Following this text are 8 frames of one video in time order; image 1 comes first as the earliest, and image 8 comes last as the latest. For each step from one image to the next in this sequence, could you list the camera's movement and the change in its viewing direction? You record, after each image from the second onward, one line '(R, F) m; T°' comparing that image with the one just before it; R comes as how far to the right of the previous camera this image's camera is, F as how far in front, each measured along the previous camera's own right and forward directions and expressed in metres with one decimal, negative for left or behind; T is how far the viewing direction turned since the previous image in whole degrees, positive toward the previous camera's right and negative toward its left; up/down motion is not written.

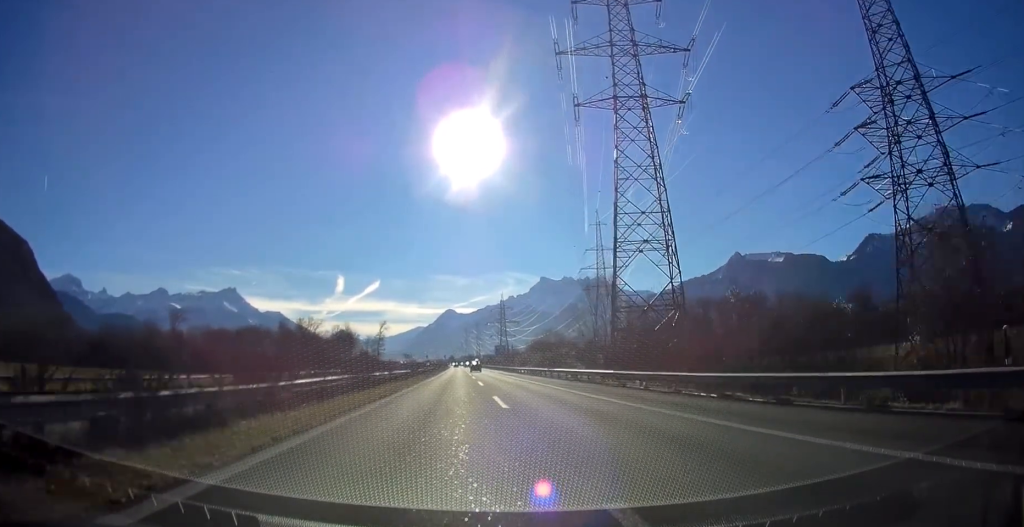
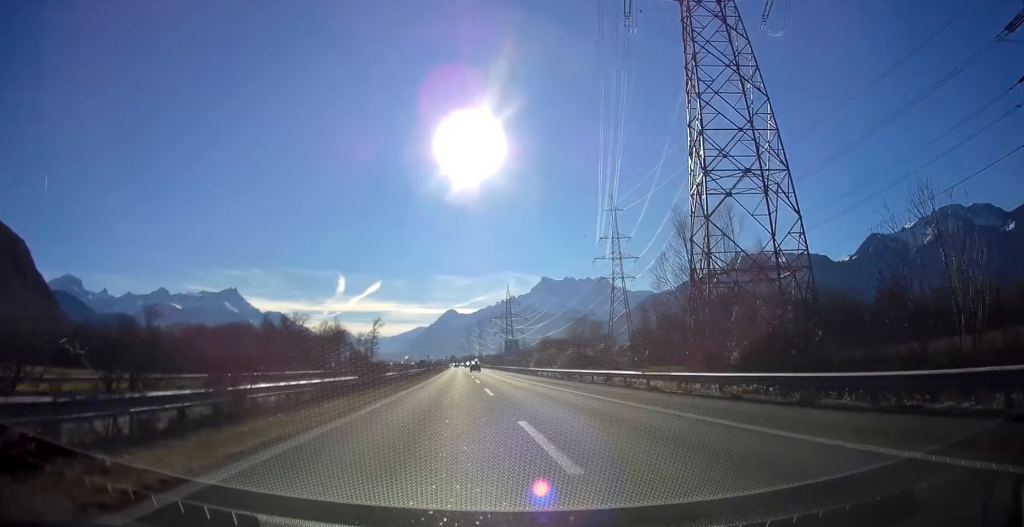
(-0.1, +29.3) m; 0°
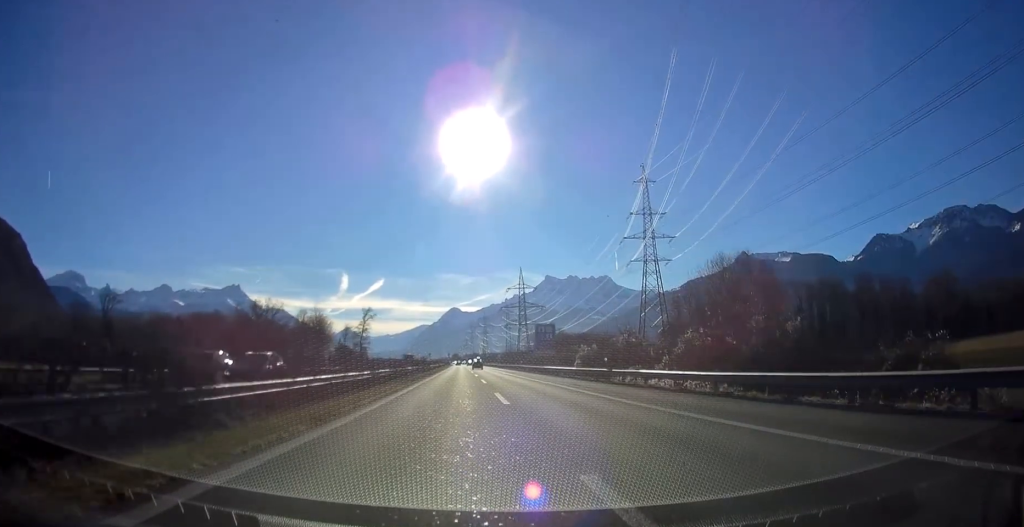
(0.0, +44.0) m; 0°
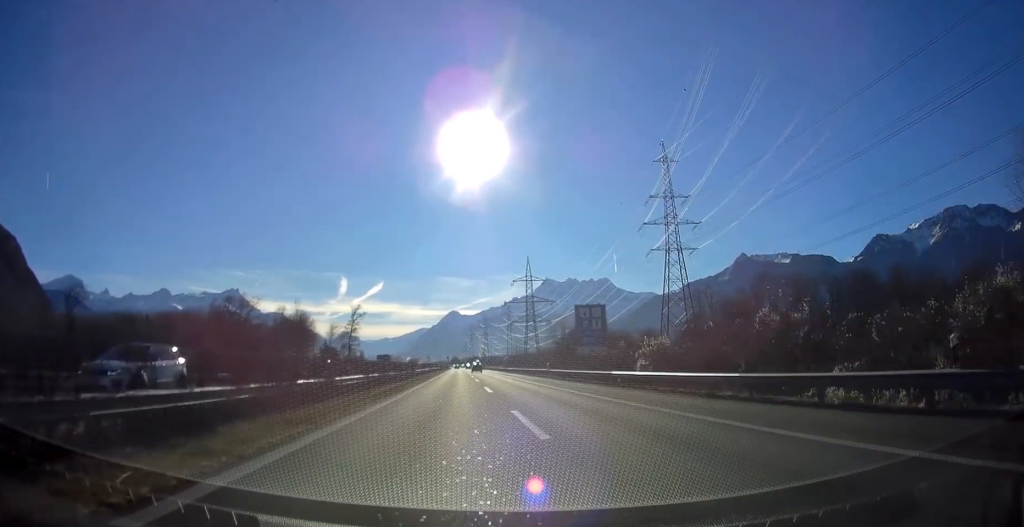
(-0.1, +25.9) m; 0°
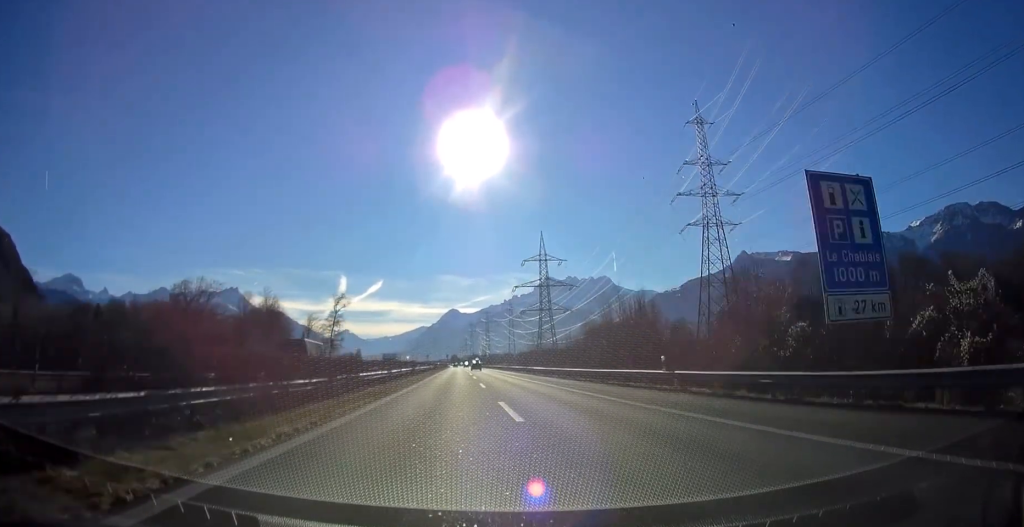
(0.0, +33.7) m; 0°
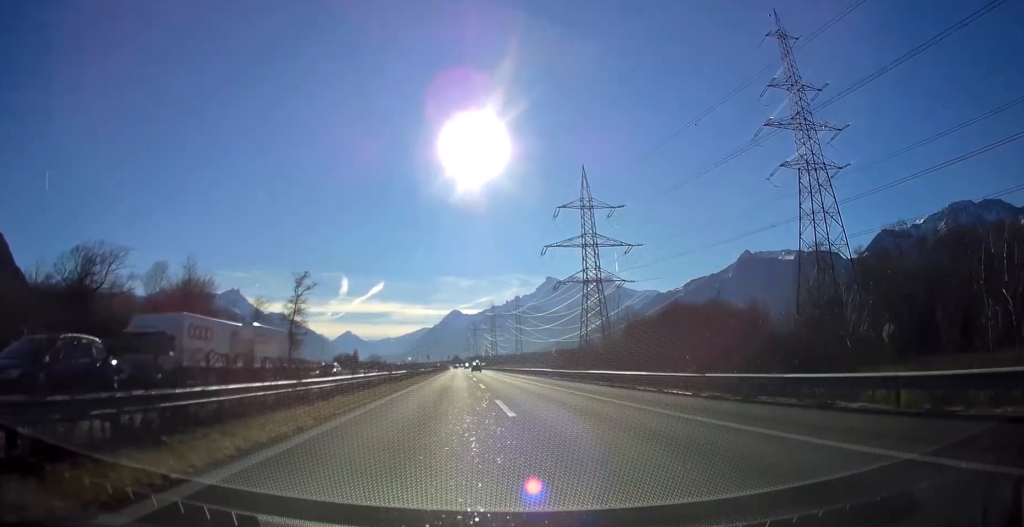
(+0.1, +54.0) m; 0°
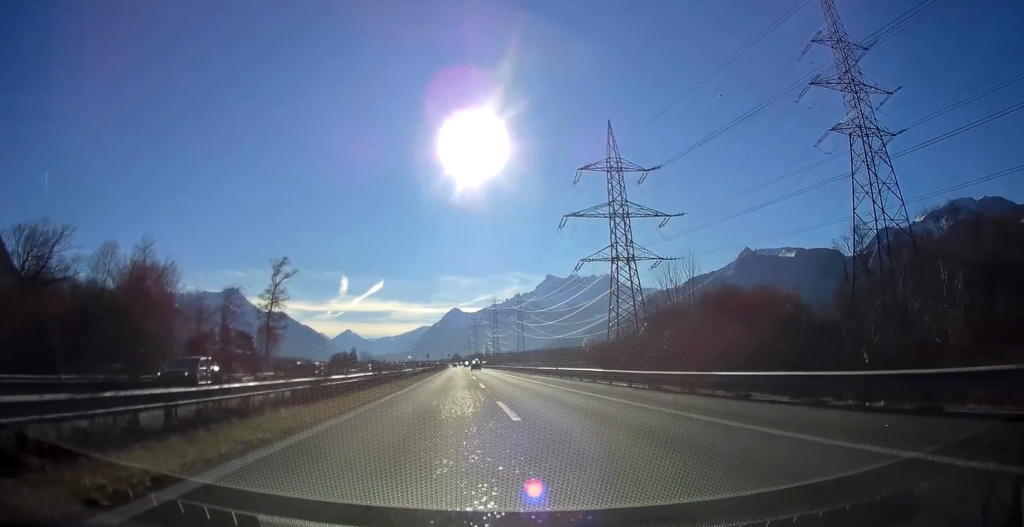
(0.0, +19.1) m; 0°
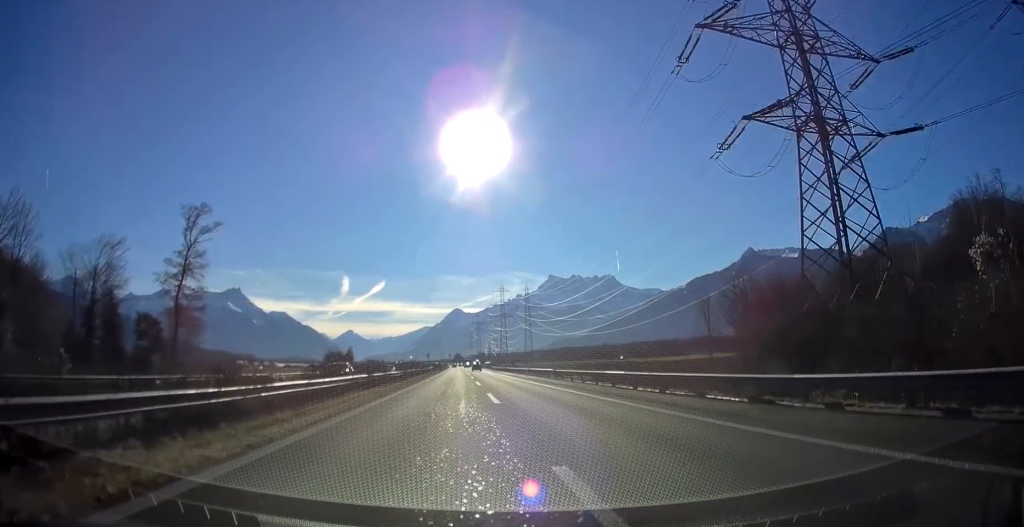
(0.0, +49.5) m; 0°
